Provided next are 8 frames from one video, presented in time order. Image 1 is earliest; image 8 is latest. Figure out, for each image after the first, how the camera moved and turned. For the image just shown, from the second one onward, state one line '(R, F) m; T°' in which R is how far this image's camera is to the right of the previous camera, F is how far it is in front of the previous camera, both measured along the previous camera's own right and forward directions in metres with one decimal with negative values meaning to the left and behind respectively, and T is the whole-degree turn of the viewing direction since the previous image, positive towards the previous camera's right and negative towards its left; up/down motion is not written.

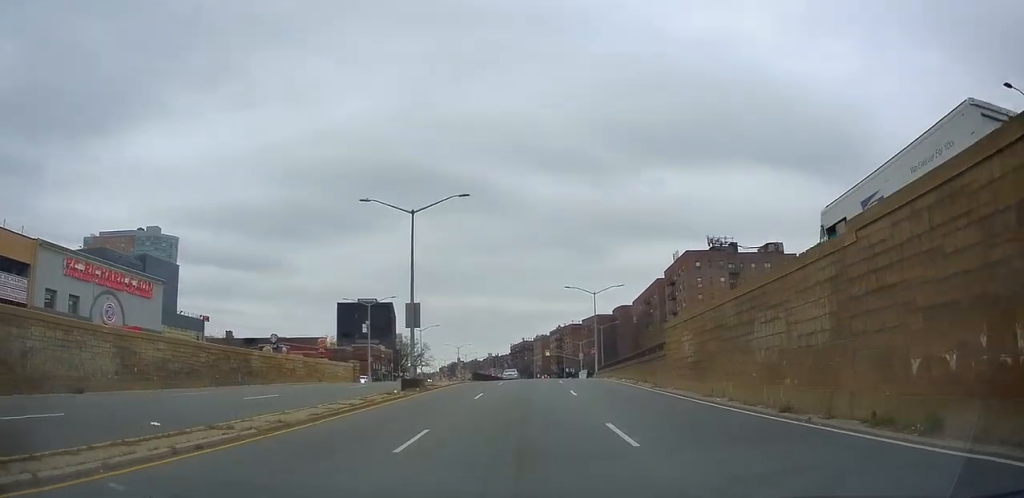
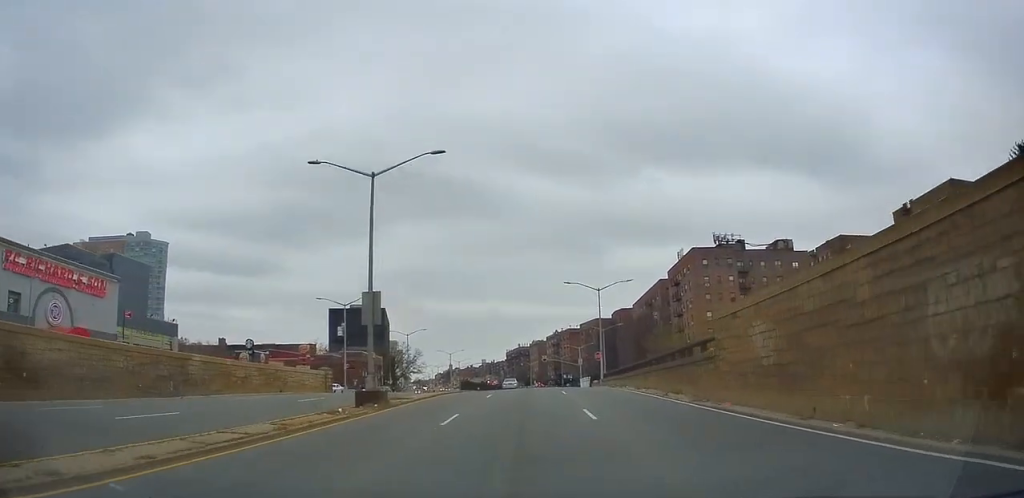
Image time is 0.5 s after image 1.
(+0.1, +7.7) m; +1°
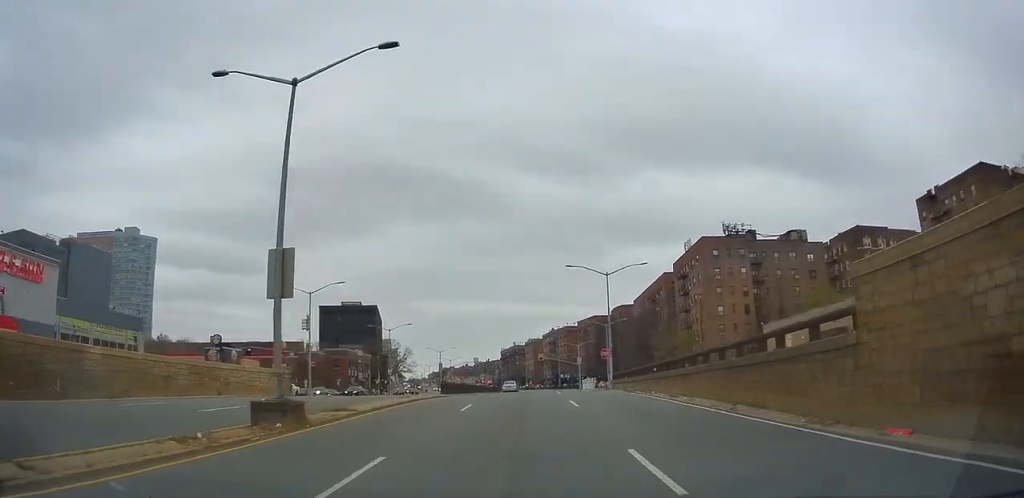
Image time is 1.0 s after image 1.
(+0.3, +9.0) m; +1°
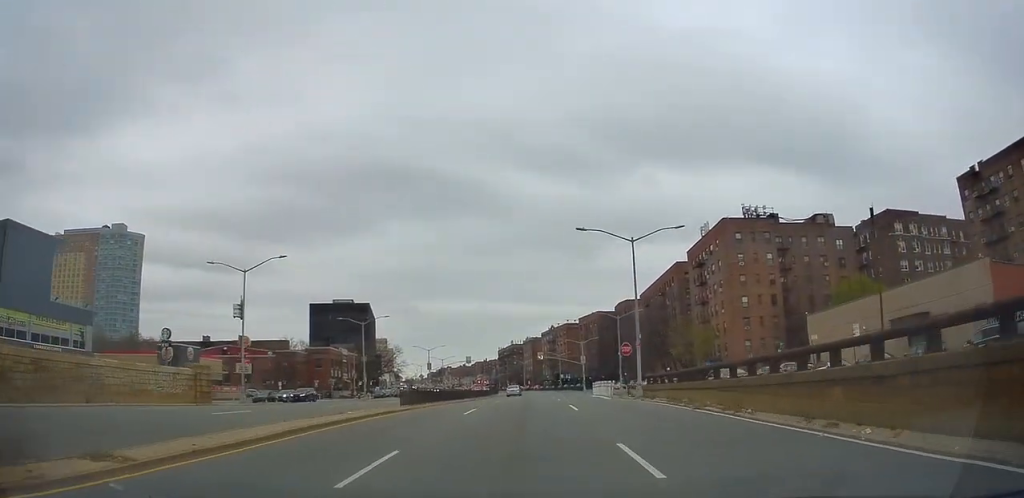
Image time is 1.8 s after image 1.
(-0.1, +12.8) m; 0°
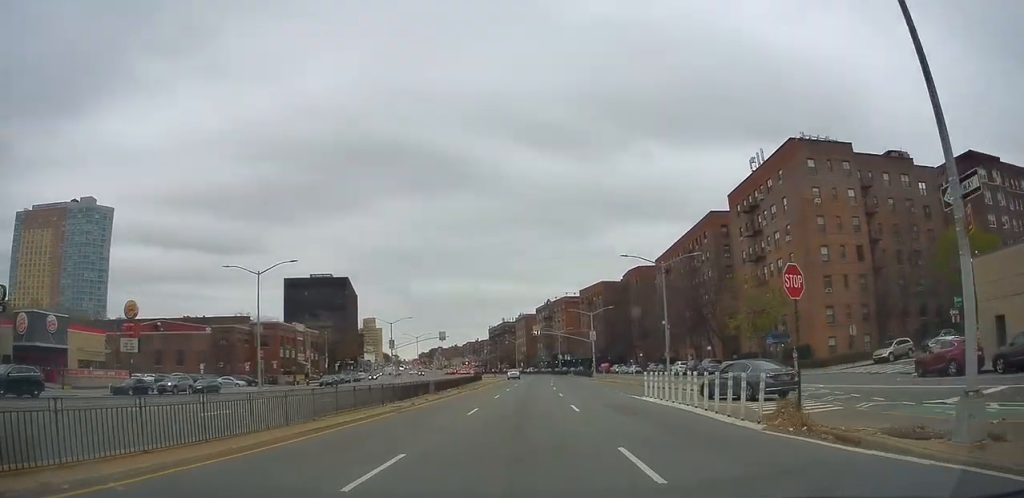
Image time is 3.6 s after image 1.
(-0.3, +27.3) m; -1°
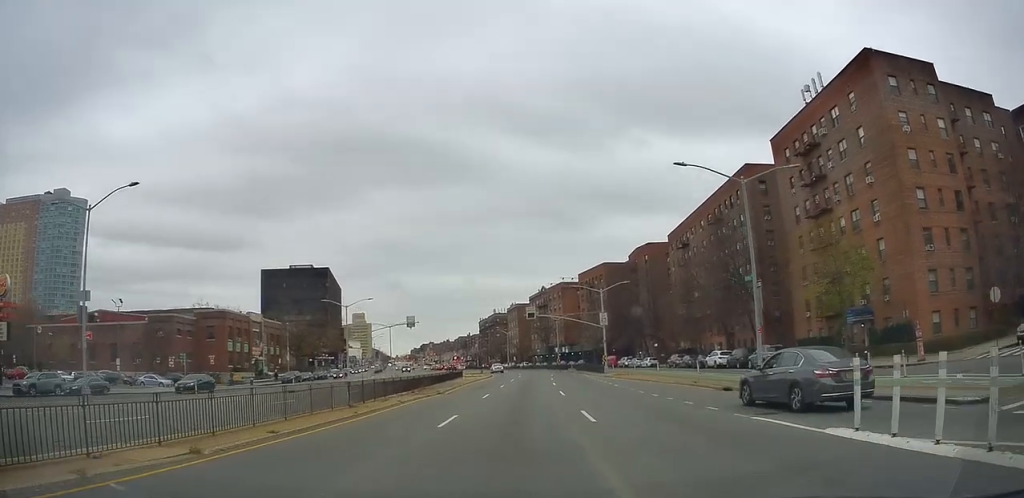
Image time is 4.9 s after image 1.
(+0.1, +18.5) m; -1°
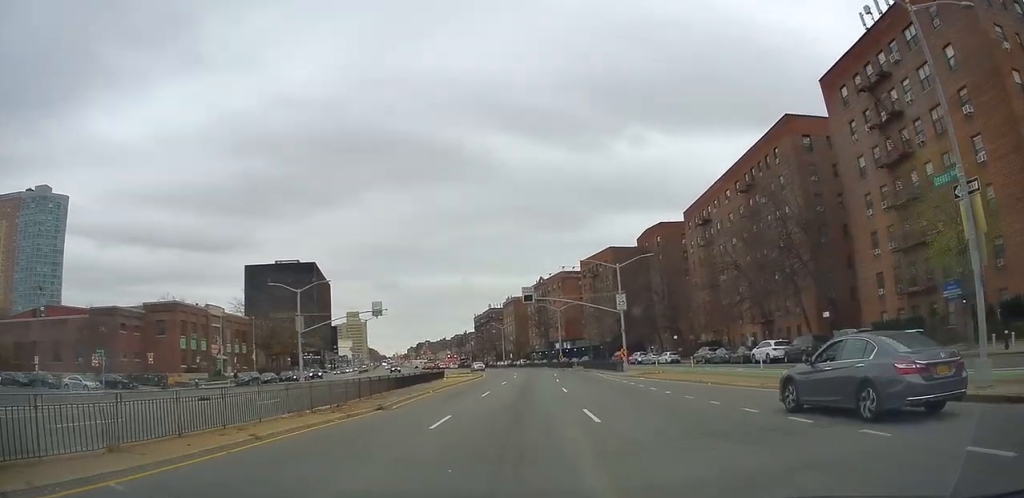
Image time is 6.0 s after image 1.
(-0.4, +13.2) m; 0°
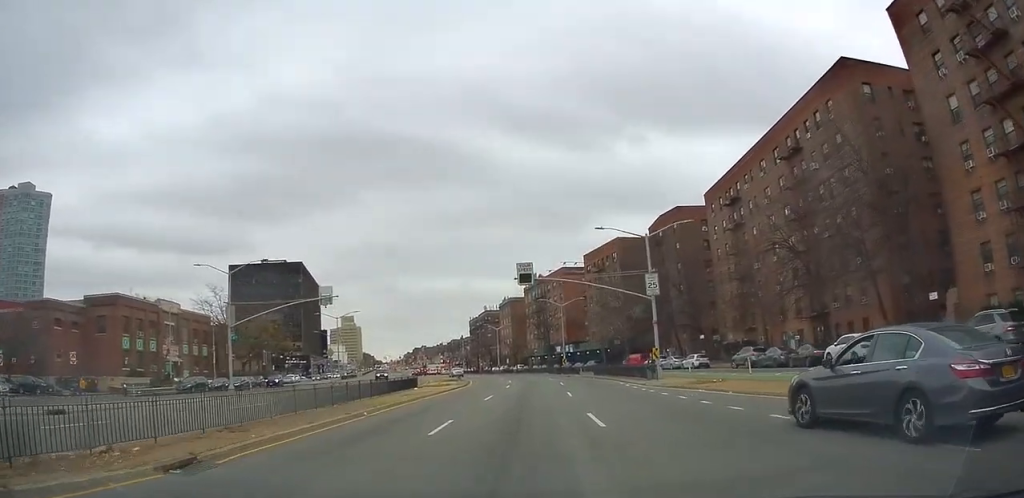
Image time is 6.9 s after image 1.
(+0.3, +12.3) m; +1°
